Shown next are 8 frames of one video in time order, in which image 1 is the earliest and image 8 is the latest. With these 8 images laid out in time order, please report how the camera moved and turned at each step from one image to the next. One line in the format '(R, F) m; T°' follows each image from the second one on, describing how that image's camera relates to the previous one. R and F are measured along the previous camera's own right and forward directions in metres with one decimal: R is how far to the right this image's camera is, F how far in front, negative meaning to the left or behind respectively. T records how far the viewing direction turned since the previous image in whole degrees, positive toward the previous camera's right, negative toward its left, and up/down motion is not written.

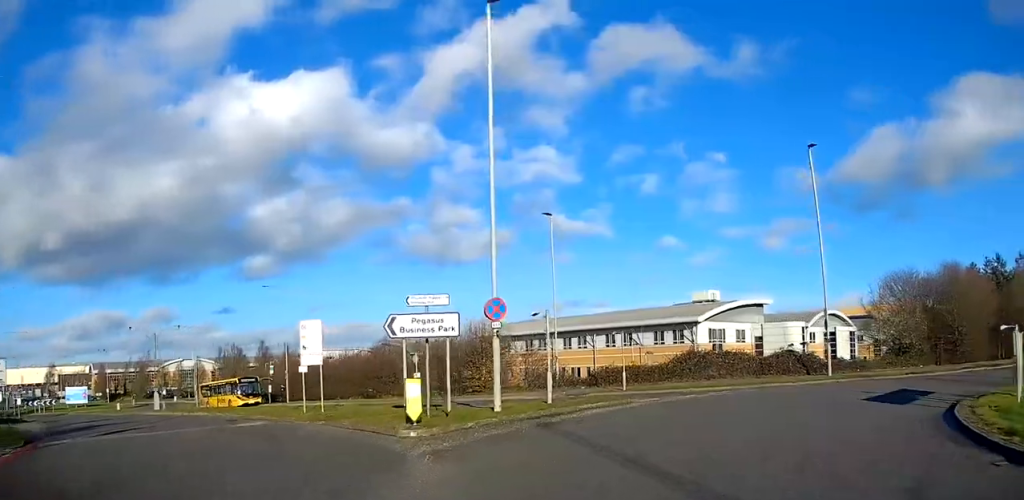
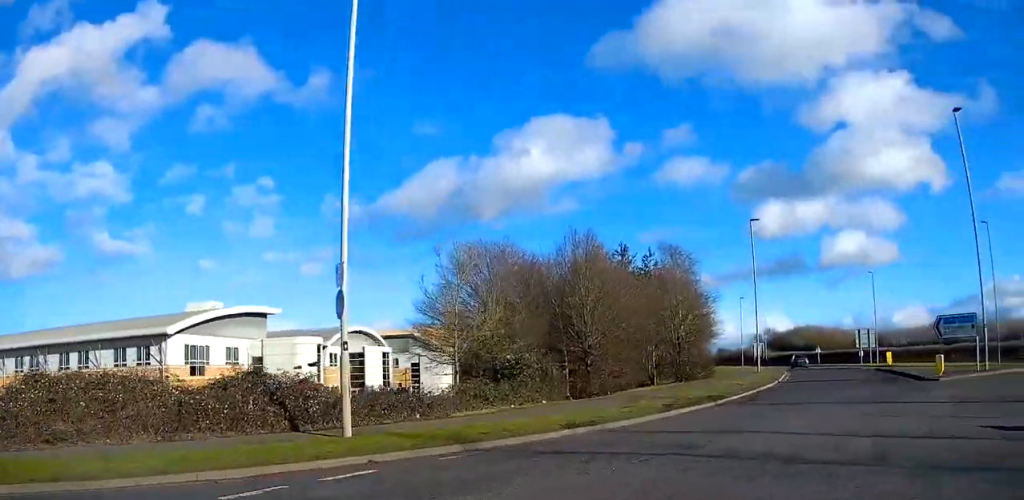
(+6.3, +20.5) m; +38°
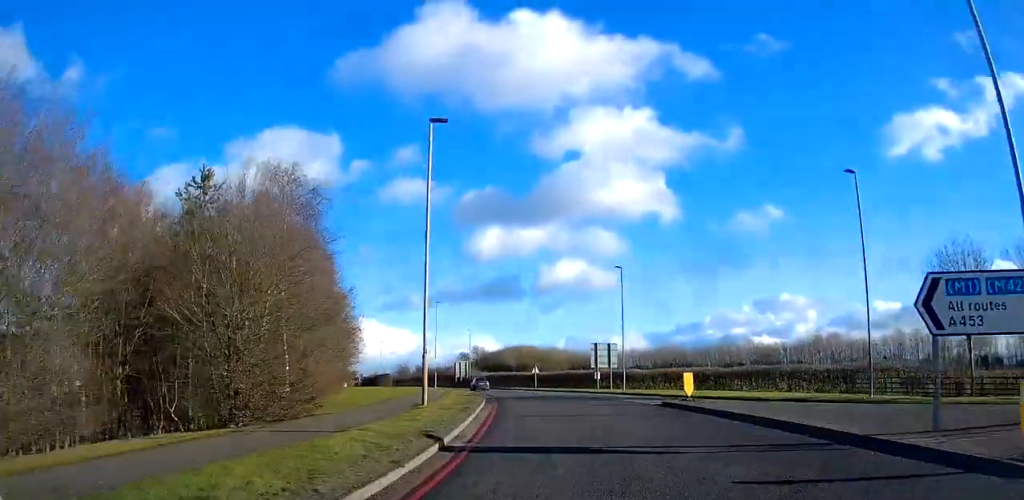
(+4.9, +20.9) m; +21°
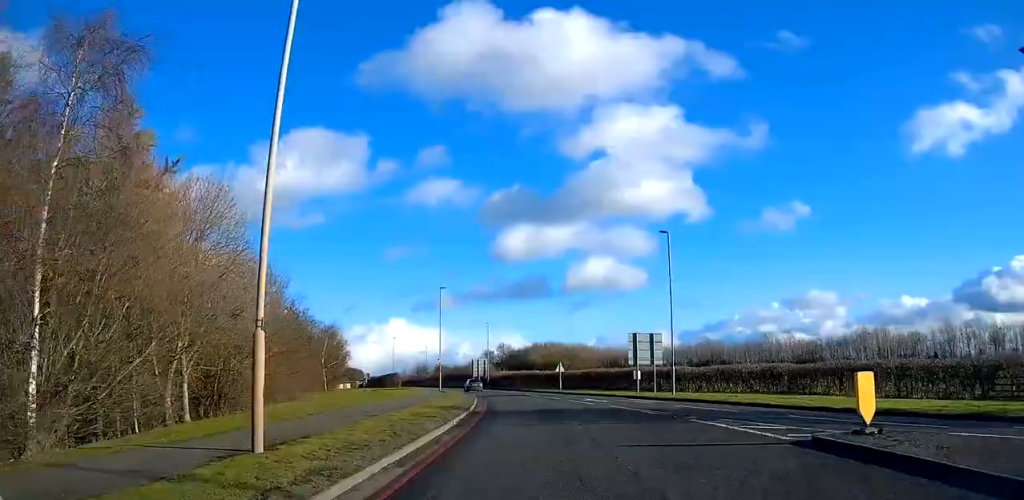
(+0.6, +13.4) m; +1°
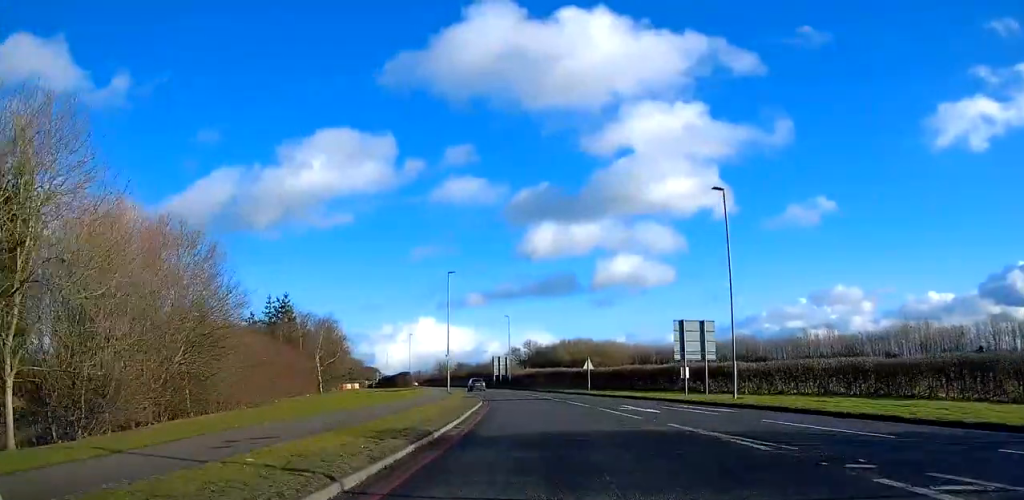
(-0.3, +9.4) m; -2°
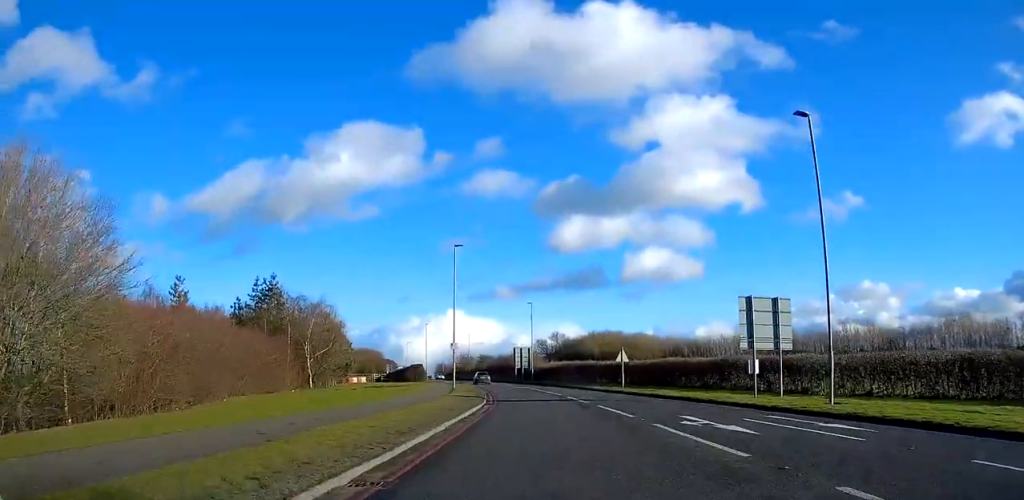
(-0.1, +9.8) m; -2°
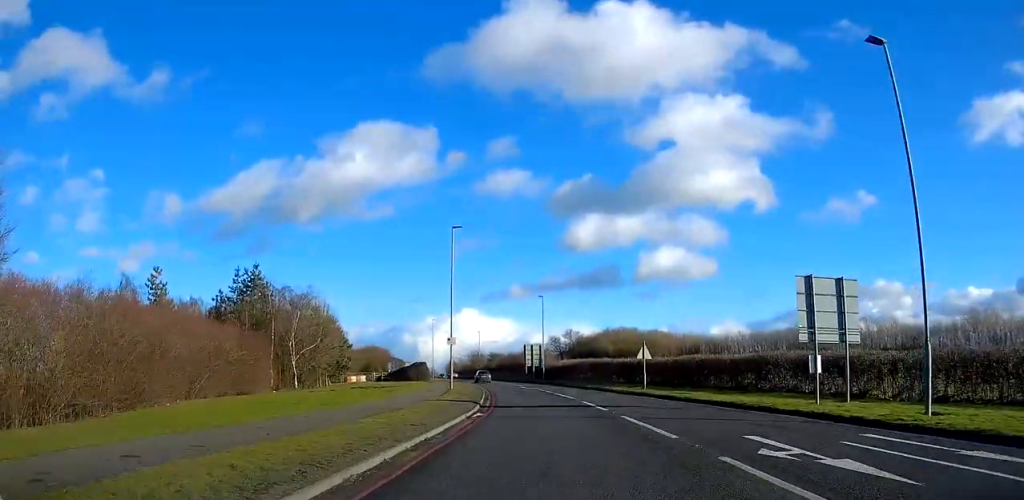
(0.0, +5.7) m; -1°
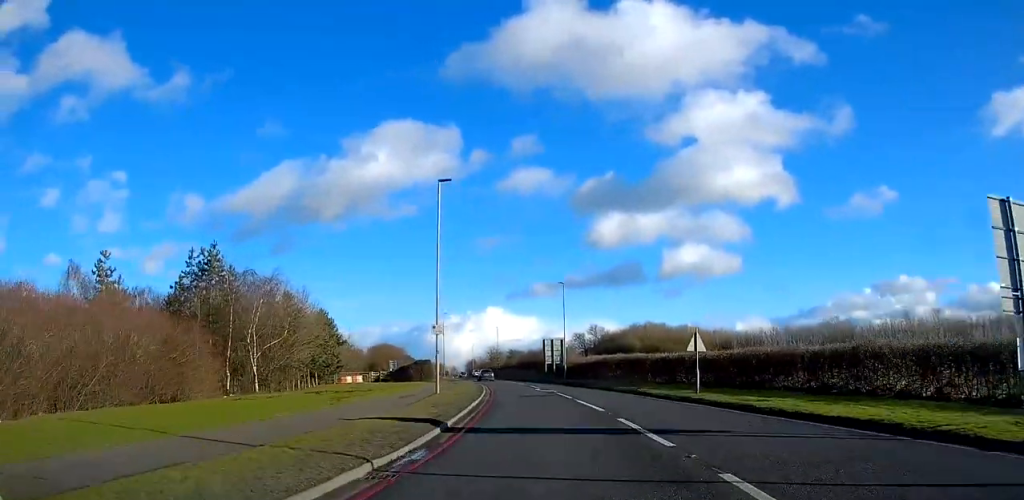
(-0.4, +10.7) m; -2°
